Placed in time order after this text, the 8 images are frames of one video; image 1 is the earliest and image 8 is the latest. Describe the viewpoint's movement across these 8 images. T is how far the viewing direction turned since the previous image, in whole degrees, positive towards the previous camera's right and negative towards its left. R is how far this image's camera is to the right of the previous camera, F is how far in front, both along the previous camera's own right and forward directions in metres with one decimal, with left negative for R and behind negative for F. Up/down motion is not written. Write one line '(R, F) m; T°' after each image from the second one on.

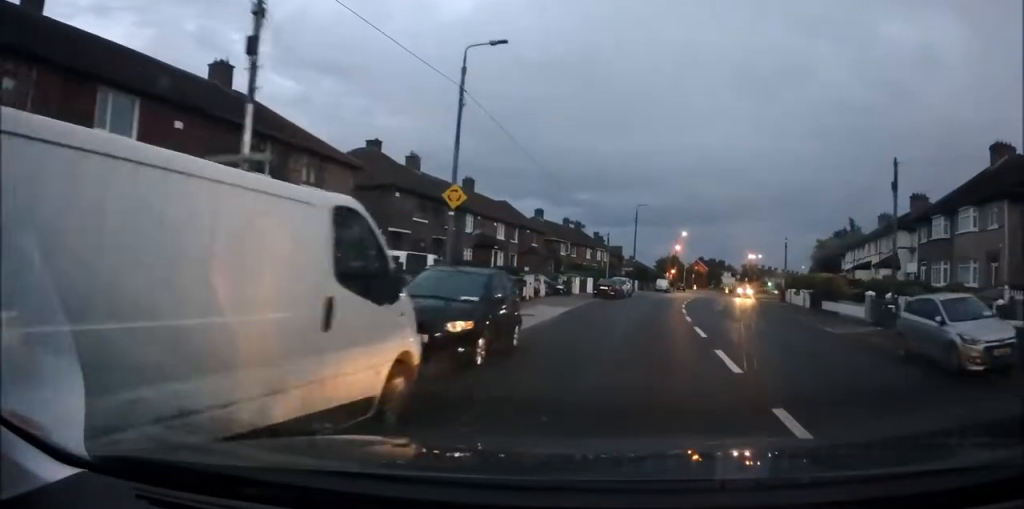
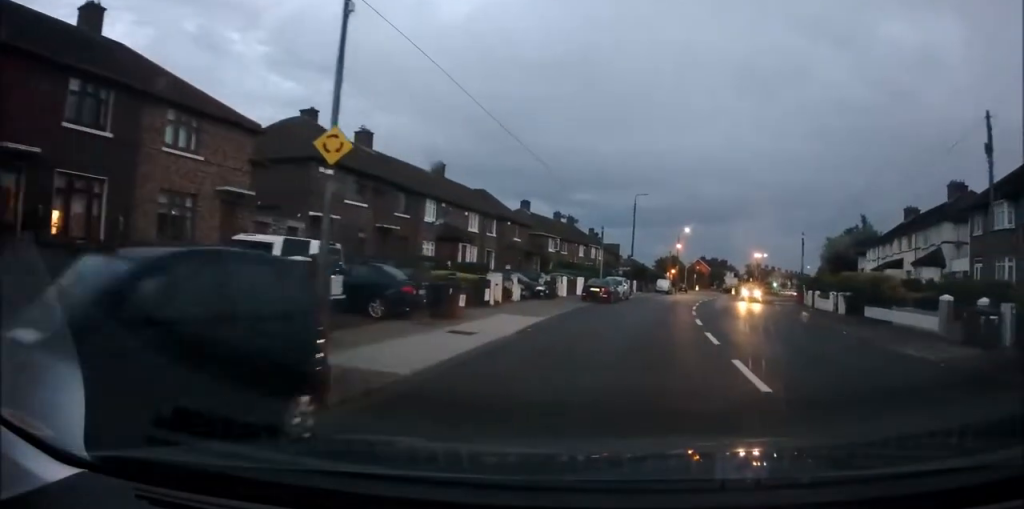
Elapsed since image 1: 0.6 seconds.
(+0.3, +7.4) m; 0°
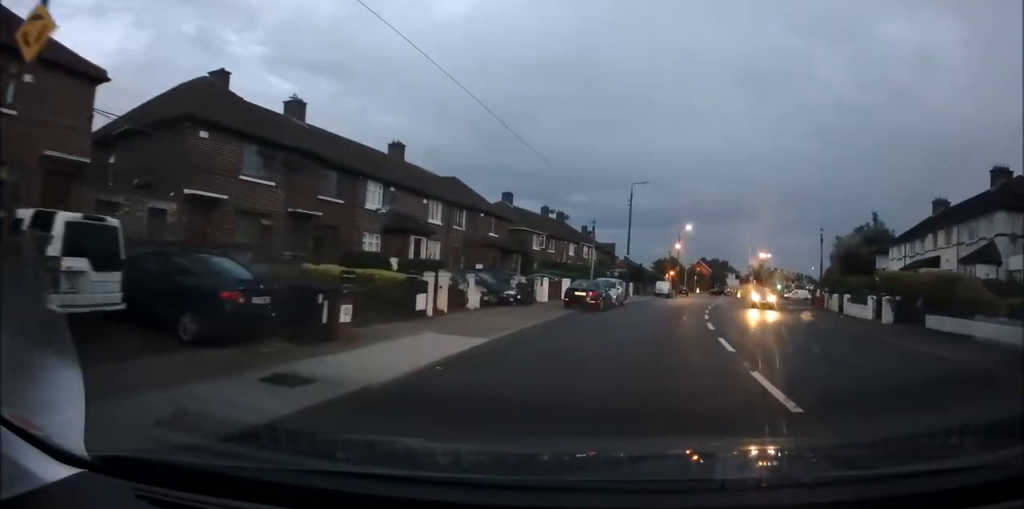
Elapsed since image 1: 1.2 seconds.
(+0.1, +7.0) m; 0°
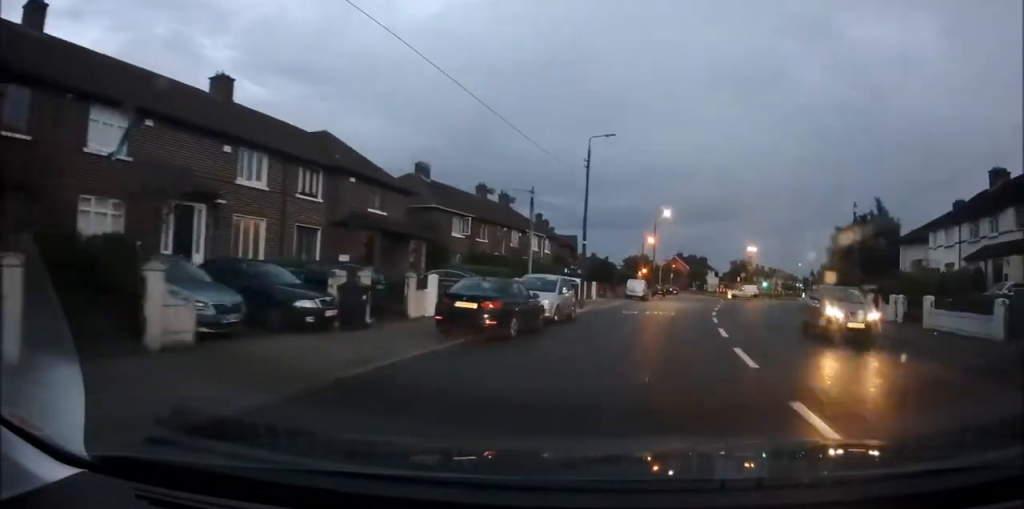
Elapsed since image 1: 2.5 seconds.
(+0.1, +14.2) m; +4°
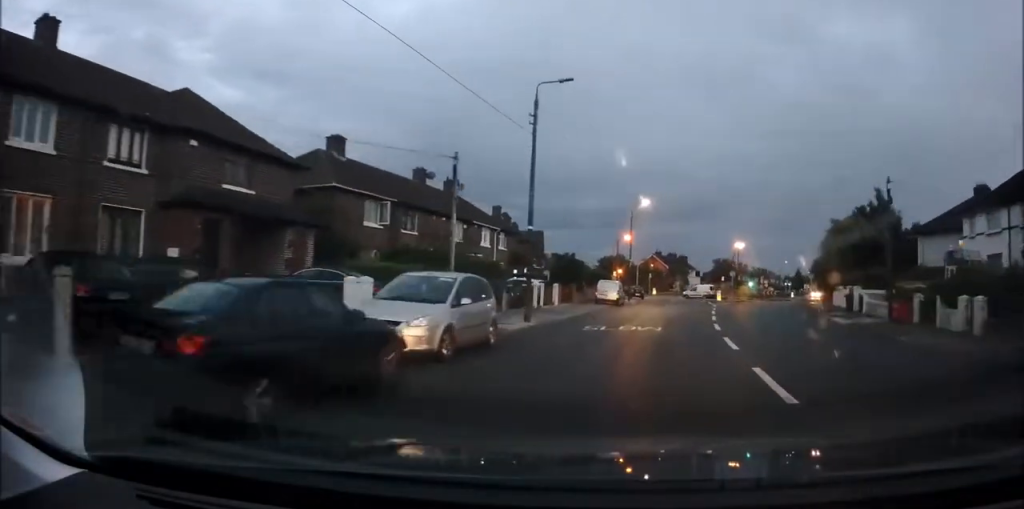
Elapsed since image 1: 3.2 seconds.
(+0.4, +8.7) m; +3°
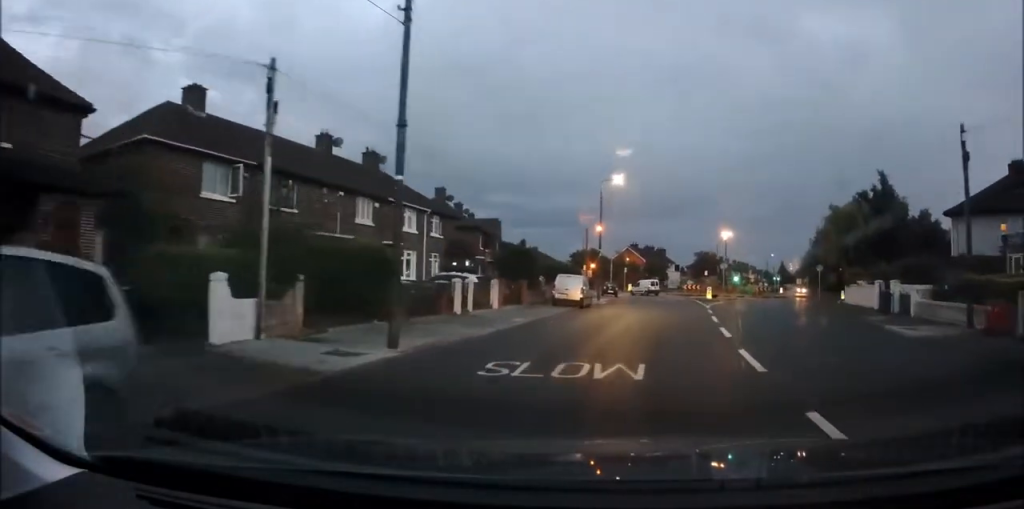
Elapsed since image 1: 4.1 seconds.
(0.0, +9.6) m; +3°
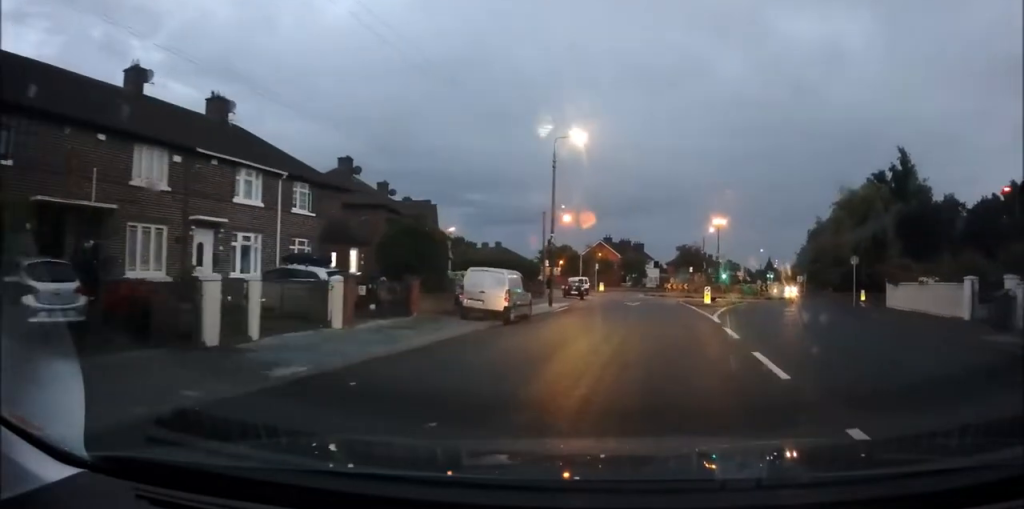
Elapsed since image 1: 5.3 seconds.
(+0.4, +12.6) m; 0°
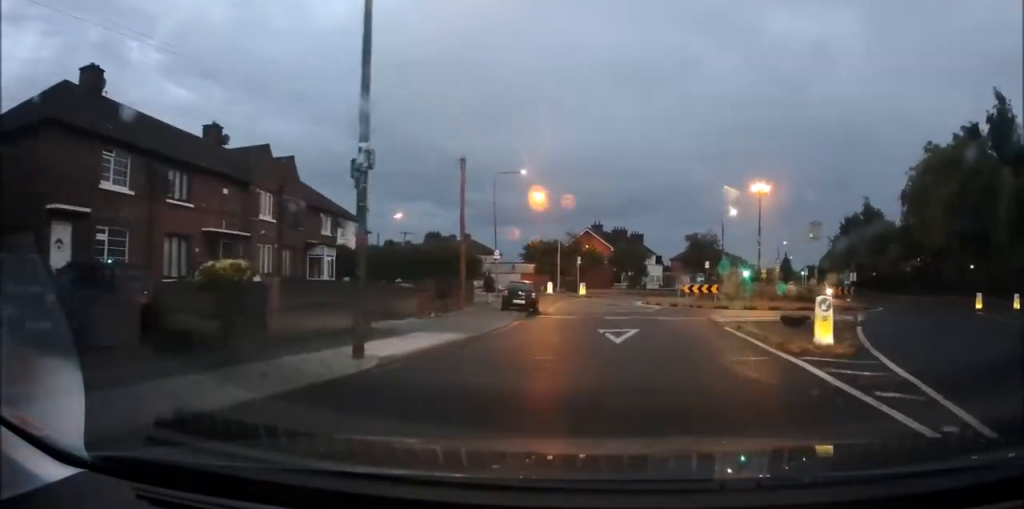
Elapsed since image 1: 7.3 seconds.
(-0.2, +20.1) m; +1°
